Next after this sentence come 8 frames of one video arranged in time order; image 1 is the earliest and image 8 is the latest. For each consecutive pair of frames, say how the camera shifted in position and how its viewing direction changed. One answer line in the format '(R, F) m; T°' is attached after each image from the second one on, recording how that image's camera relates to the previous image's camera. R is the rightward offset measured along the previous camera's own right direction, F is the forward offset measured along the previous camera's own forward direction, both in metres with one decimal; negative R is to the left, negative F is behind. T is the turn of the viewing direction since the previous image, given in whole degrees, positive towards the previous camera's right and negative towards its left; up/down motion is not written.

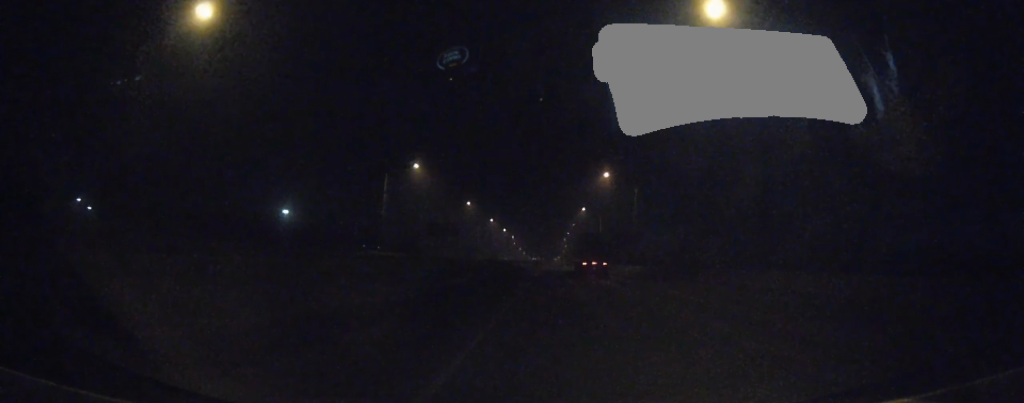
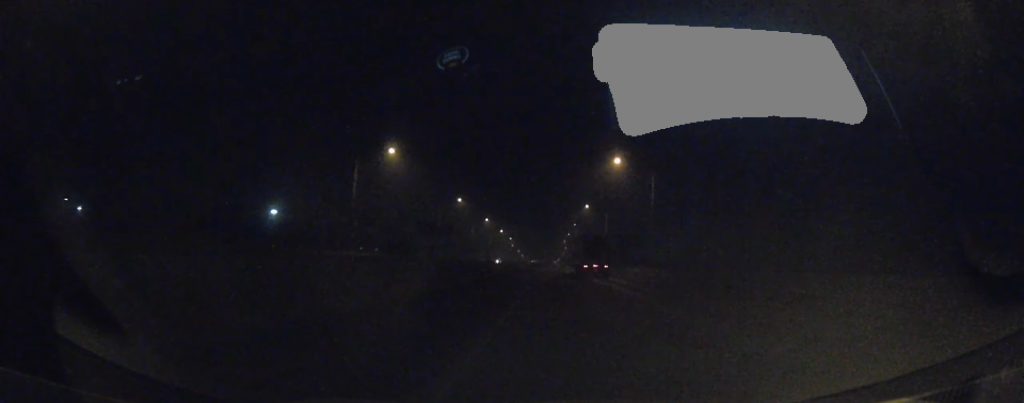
(-0.1, +14.7) m; +1°
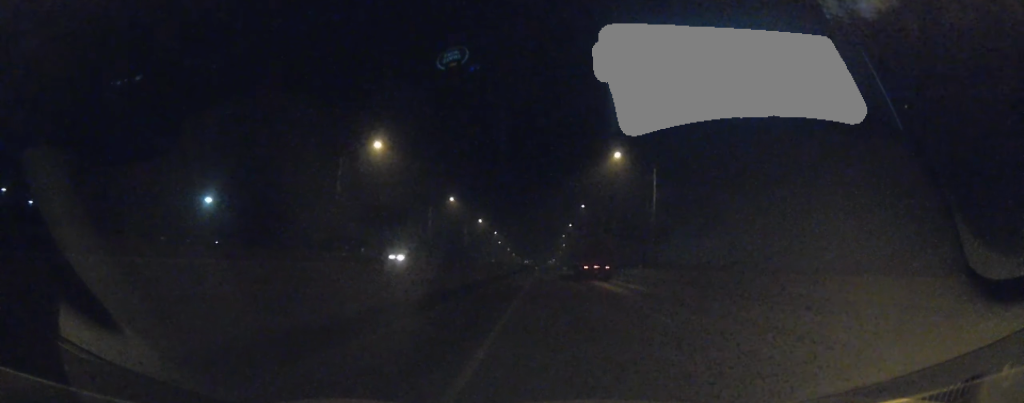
(-0.3, +64.4) m; -1°
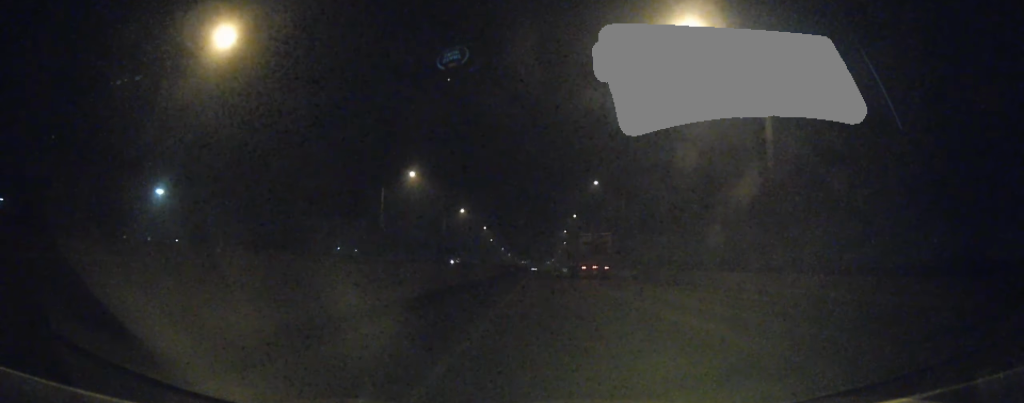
(+0.6, +37.8) m; +2°
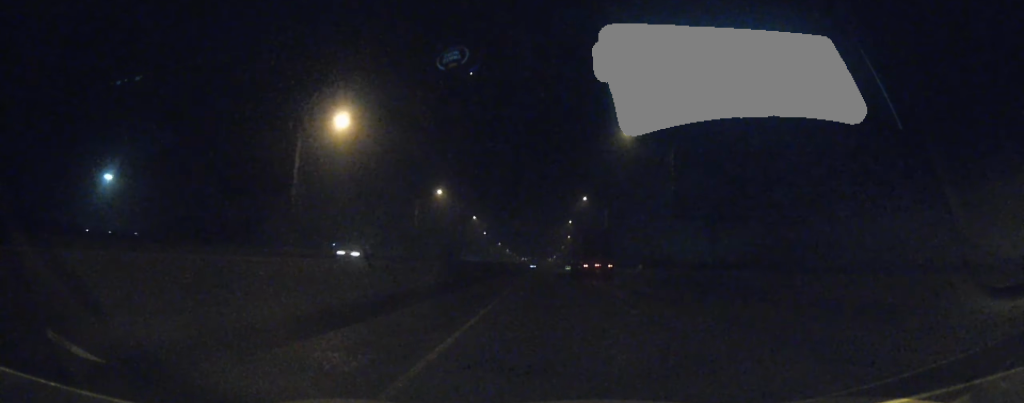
(+0.4, +34.2) m; 0°
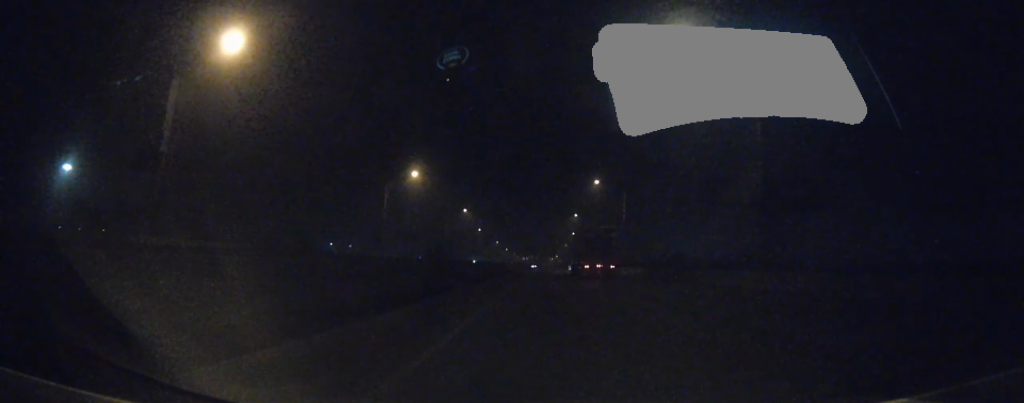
(-0.2, +24.2) m; -1°
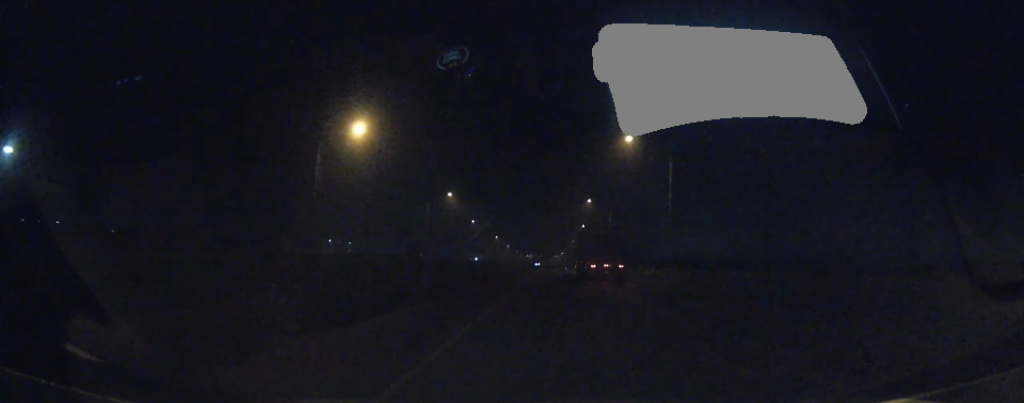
(-0.4, +31.5) m; 0°
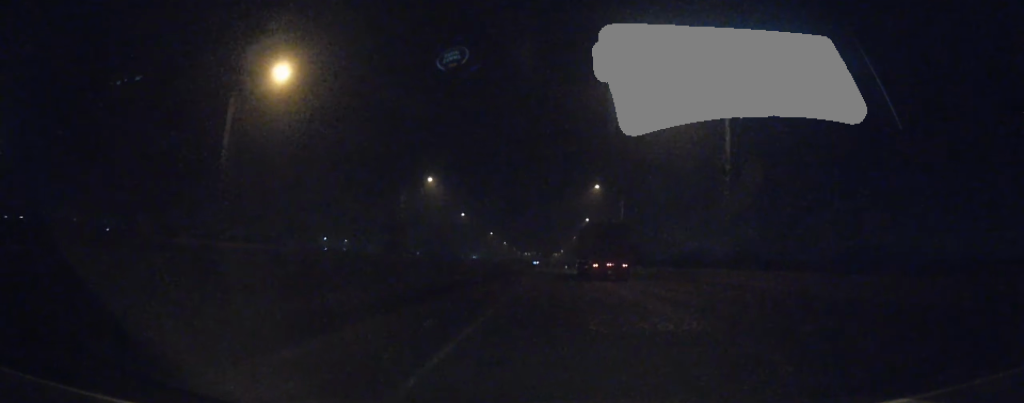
(0.0, +20.6) m; +1°
